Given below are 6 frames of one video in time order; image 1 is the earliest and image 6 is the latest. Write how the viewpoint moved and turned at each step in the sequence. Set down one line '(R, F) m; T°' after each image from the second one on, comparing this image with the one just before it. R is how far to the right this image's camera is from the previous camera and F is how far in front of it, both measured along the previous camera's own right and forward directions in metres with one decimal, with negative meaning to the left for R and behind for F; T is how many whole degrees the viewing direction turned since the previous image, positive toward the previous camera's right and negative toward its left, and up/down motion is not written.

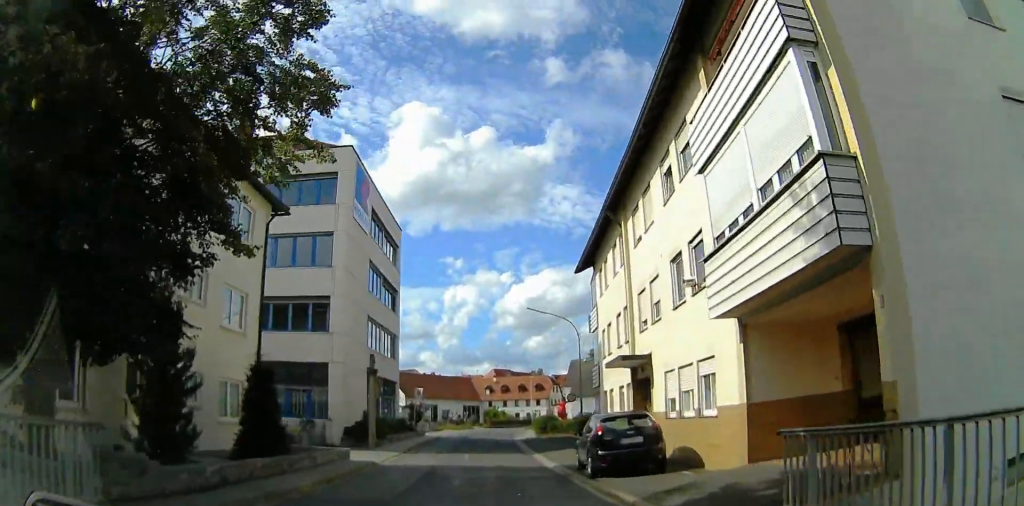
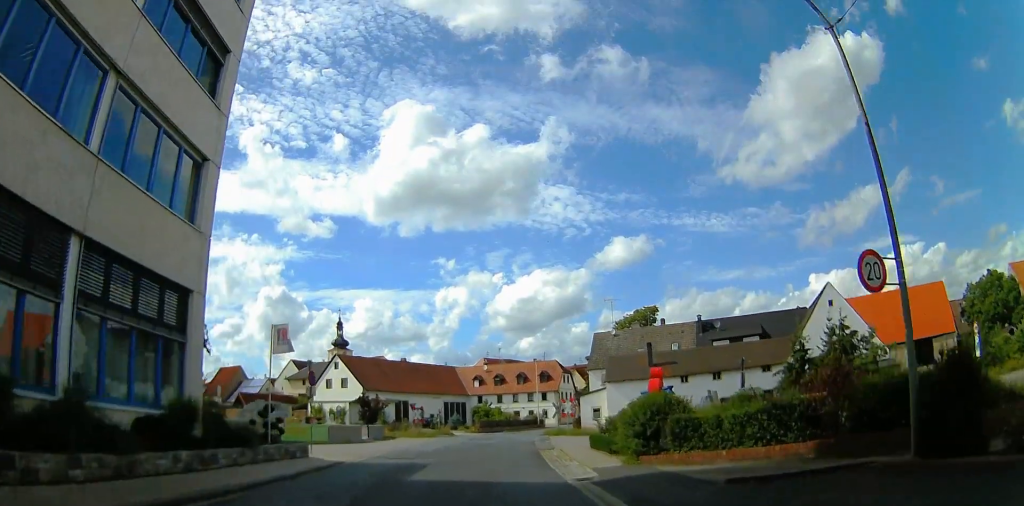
(-0.8, +33.1) m; -2°
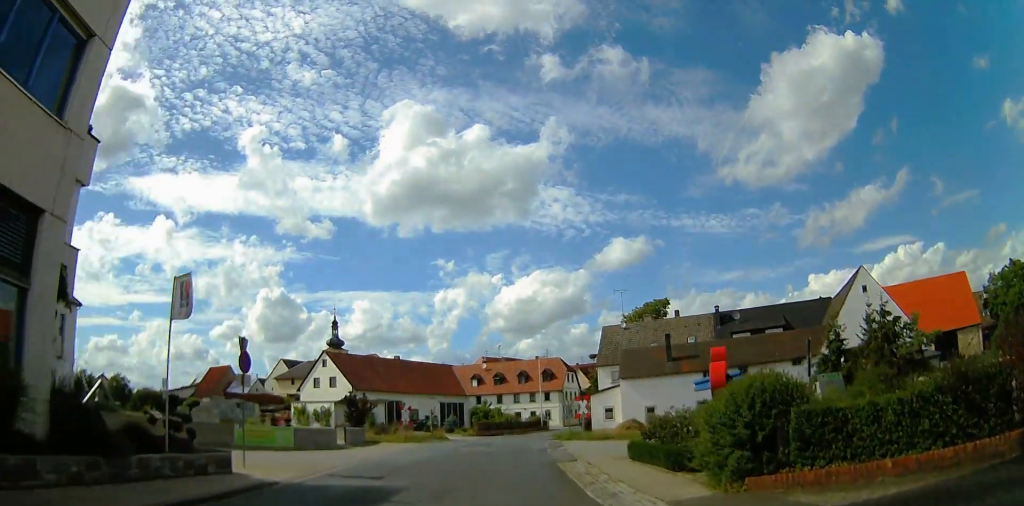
(0.0, +6.2) m; 0°
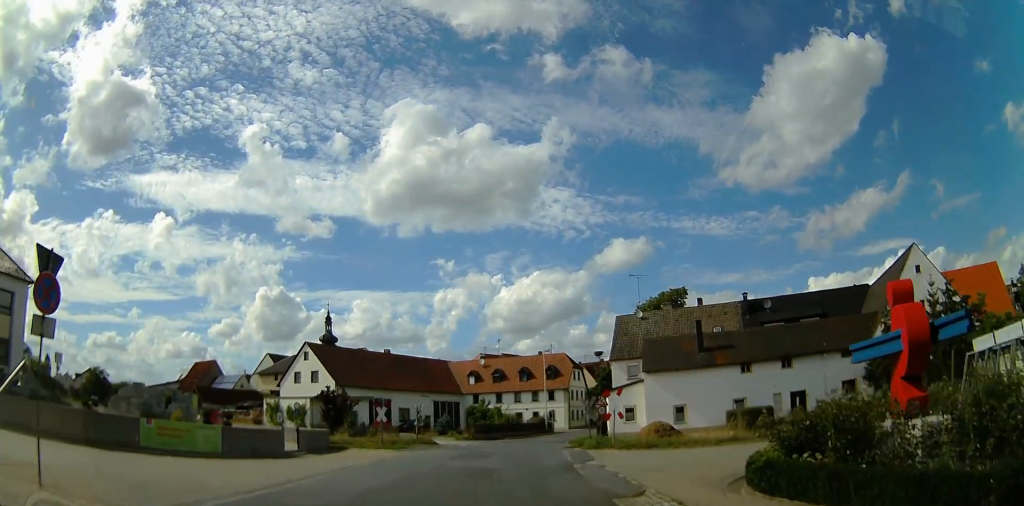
(0.0, +8.2) m; 0°
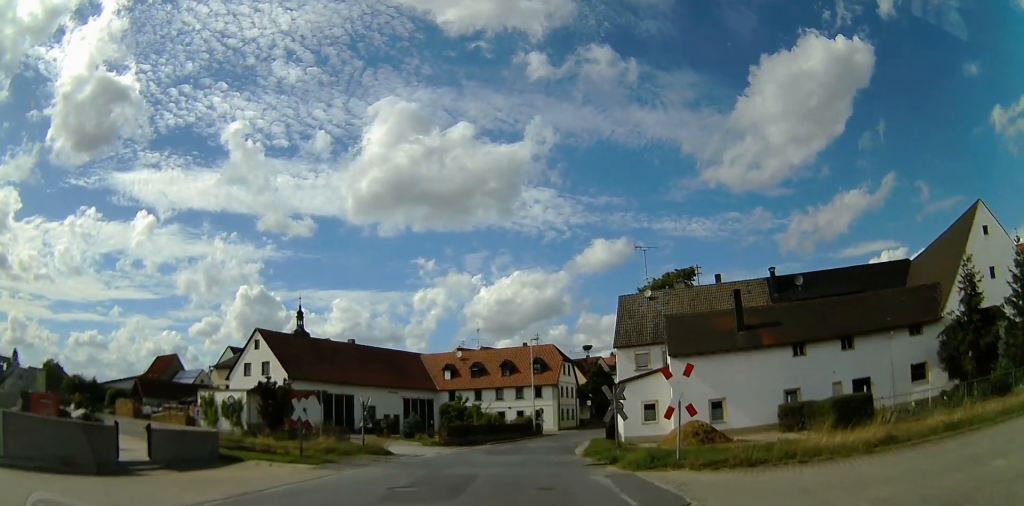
(-0.1, +10.3) m; 0°
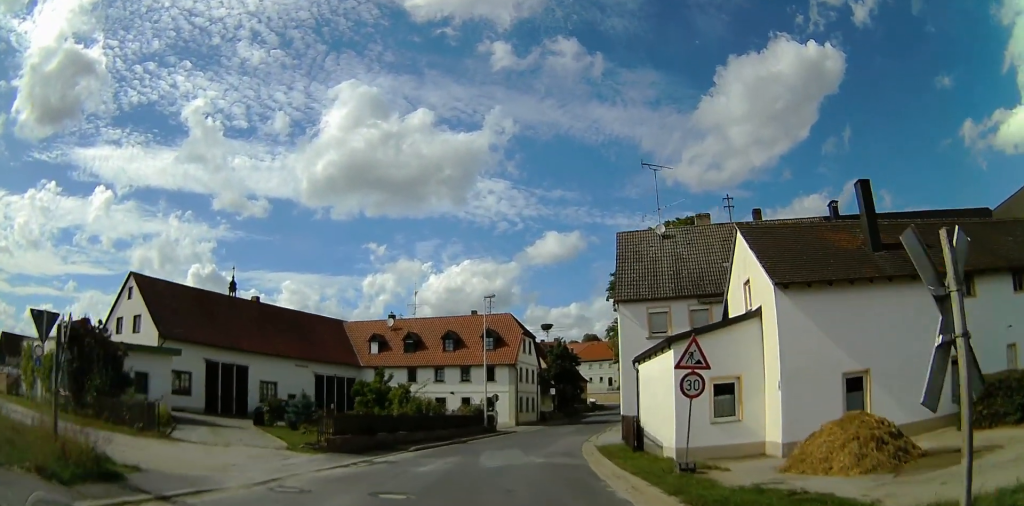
(+0.4, +17.2) m; +7°
